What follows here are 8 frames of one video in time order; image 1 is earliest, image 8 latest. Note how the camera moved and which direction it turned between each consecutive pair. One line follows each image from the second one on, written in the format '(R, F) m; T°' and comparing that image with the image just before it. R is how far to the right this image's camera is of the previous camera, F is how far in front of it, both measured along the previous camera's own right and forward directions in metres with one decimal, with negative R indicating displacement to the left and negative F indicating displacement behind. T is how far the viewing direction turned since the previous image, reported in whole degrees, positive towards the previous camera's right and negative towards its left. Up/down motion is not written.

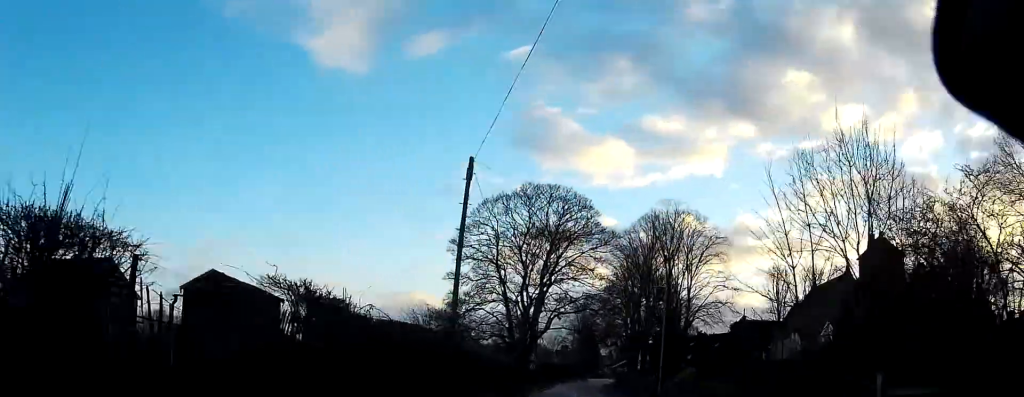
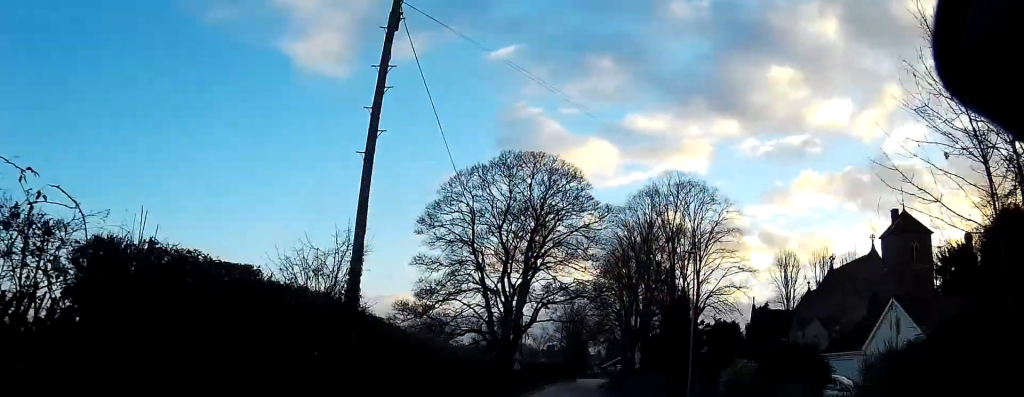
(0.0, +10.1) m; +1°
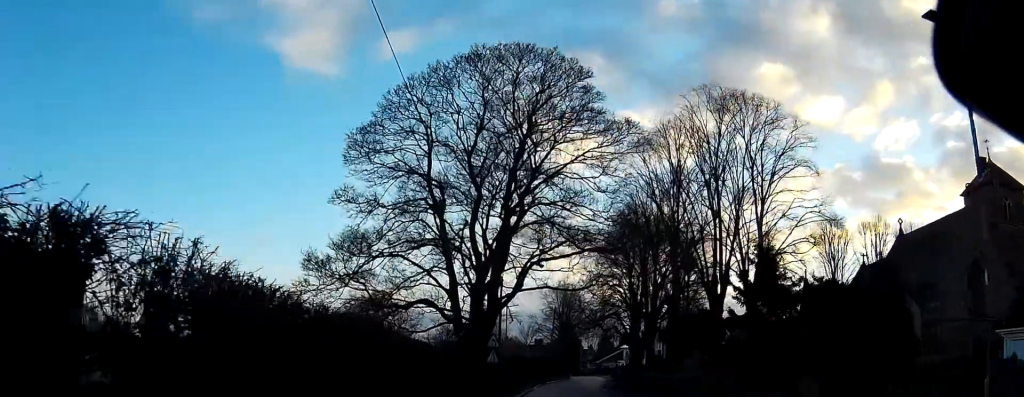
(+0.3, +20.1) m; +2°
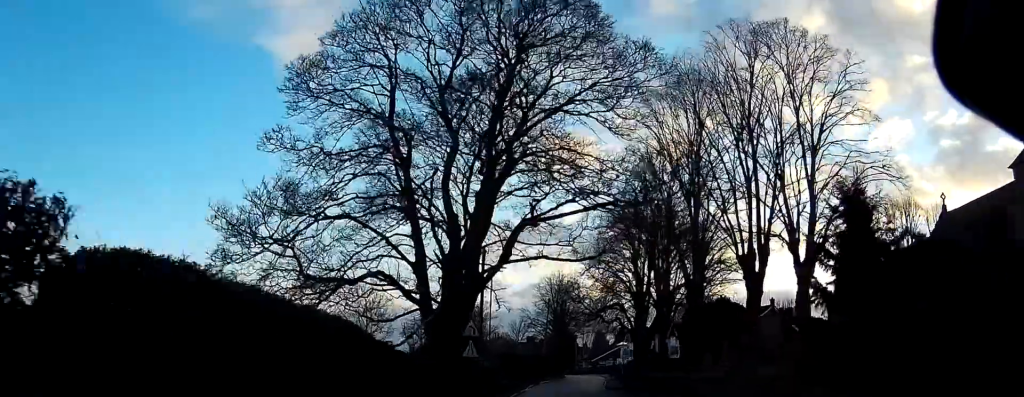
(0.0, +9.4) m; 0°
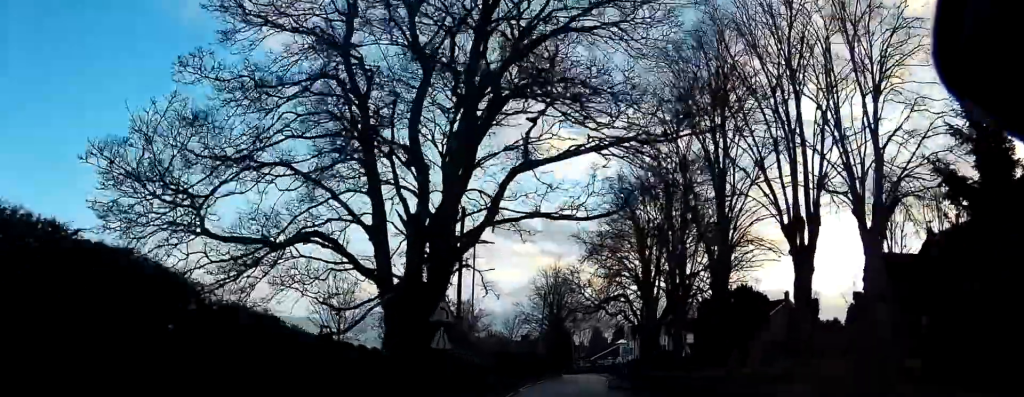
(0.0, +7.6) m; 0°
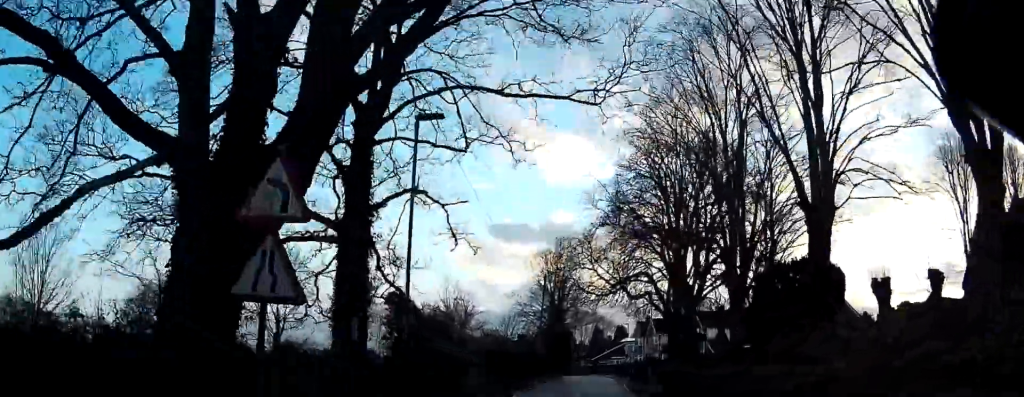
(+0.1, +13.7) m; +1°
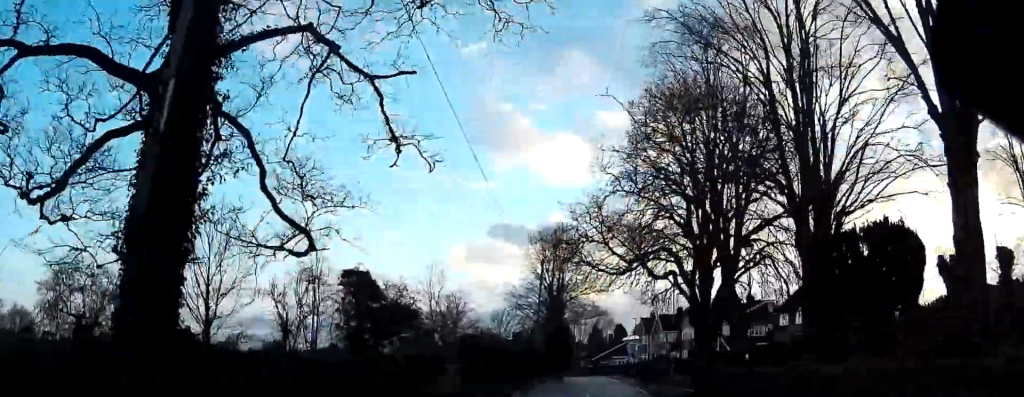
(+0.1, +9.4) m; 0°
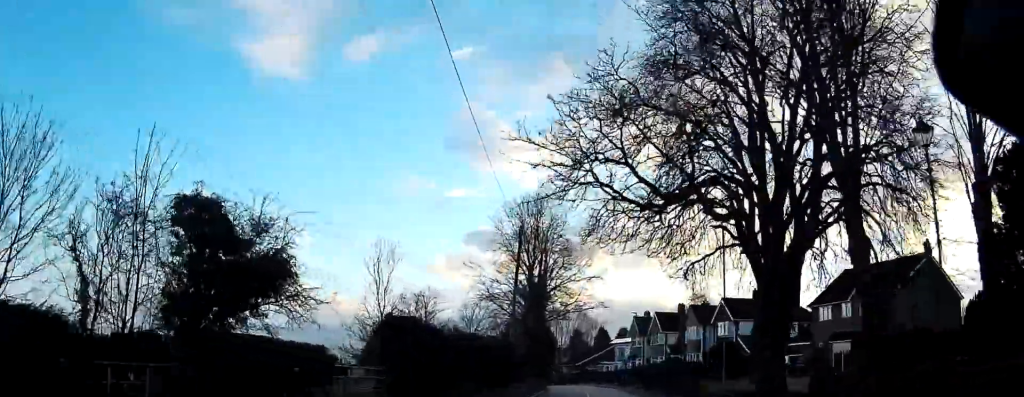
(-0.2, +14.8) m; 0°
